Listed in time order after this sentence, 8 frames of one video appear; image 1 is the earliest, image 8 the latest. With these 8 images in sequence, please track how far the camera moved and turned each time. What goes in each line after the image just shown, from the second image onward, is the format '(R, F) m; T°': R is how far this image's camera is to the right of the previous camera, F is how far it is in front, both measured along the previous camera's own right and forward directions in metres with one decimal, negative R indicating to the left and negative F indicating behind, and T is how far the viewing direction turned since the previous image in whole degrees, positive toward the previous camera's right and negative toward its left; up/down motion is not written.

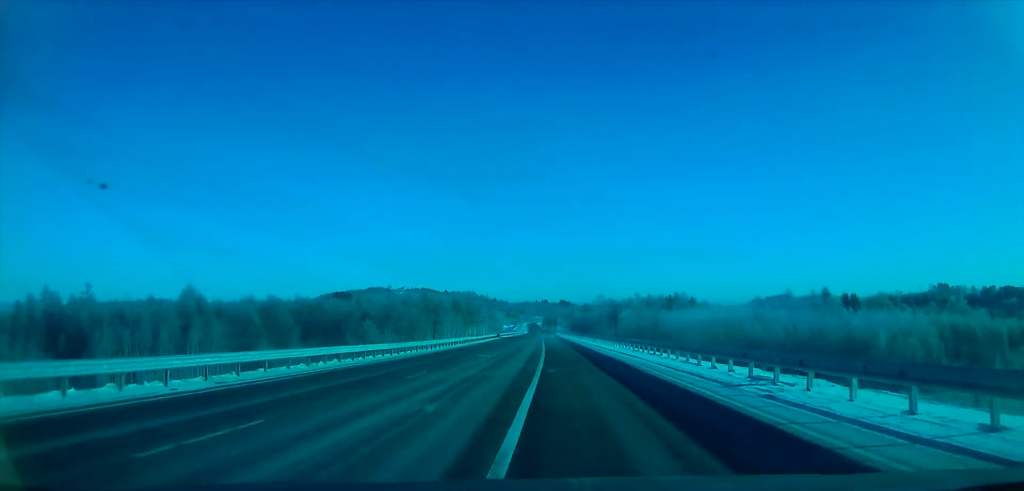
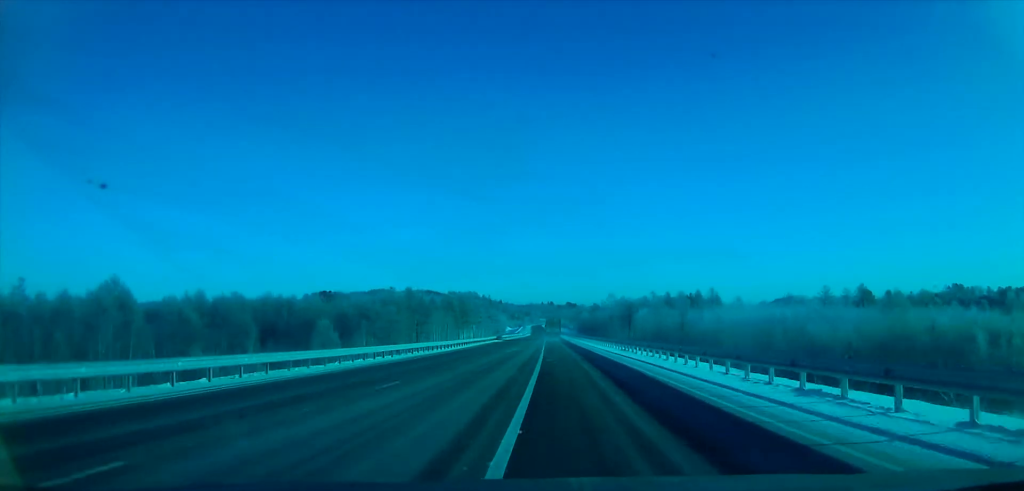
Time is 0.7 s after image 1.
(+0.6, +27.7) m; +1°
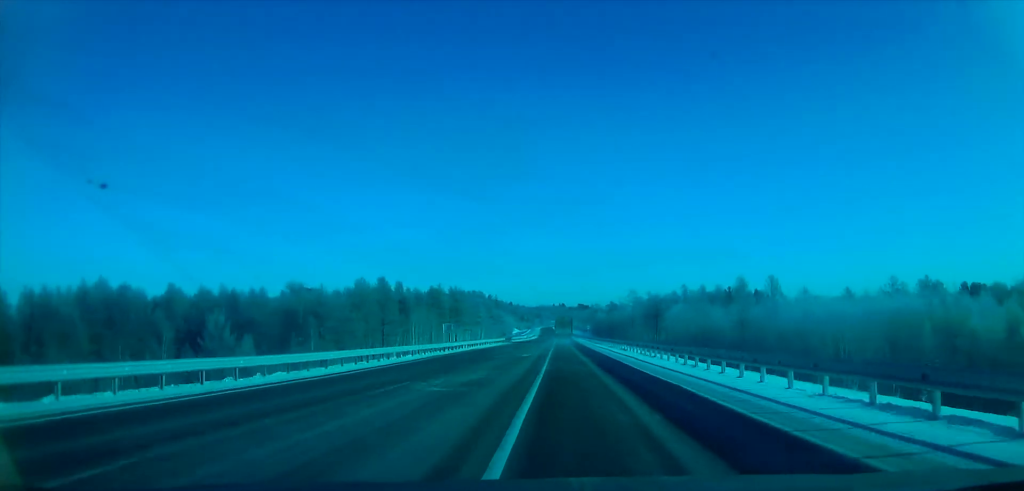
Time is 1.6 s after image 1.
(+0.5, +36.9) m; -1°
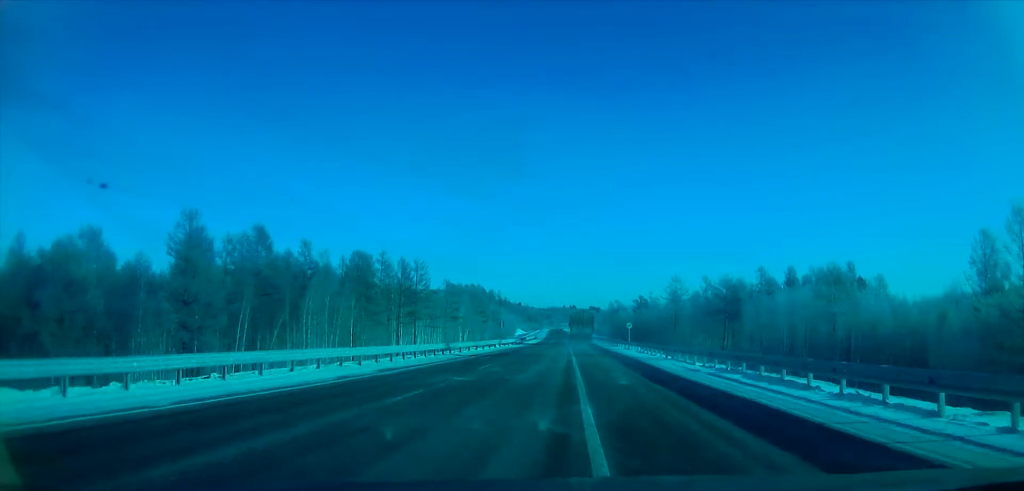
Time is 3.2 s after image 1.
(-2.4, +62.1) m; -3°
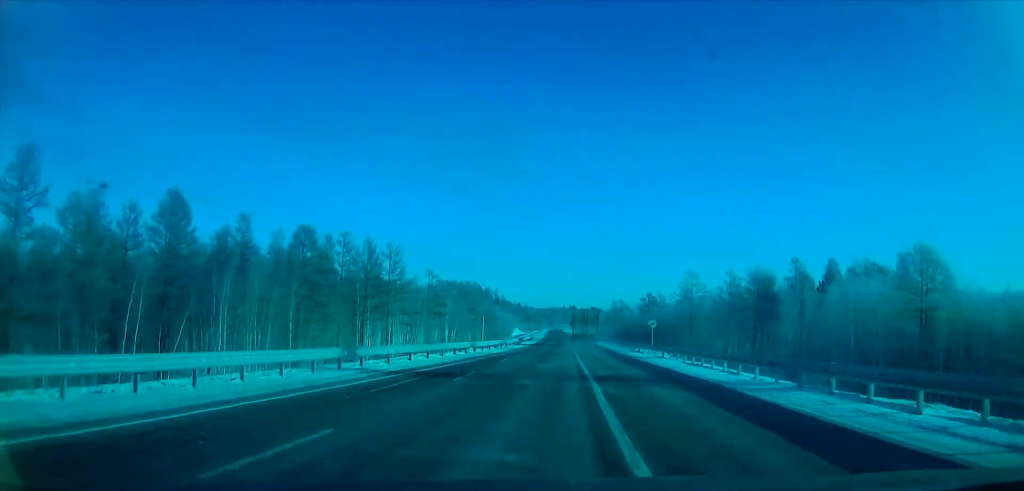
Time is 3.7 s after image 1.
(-0.1, +18.7) m; 0°
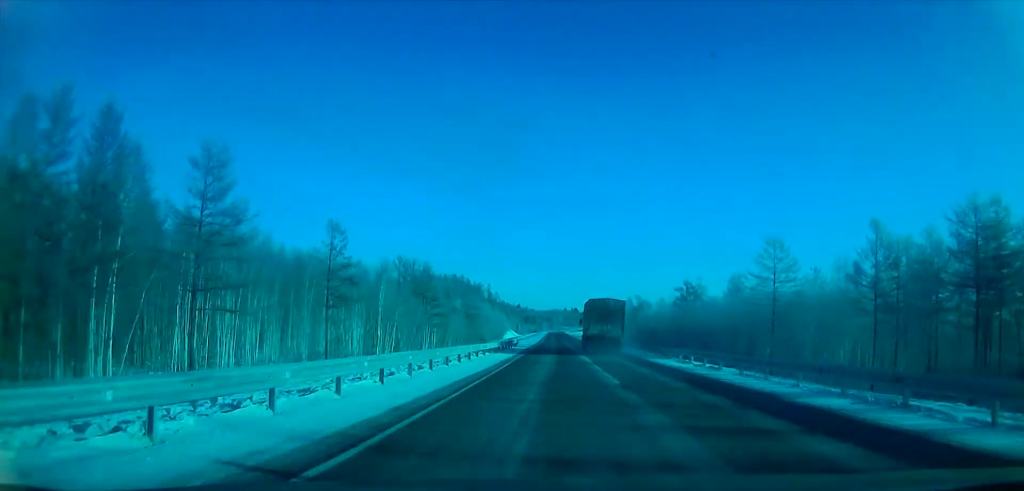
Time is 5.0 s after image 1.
(+0.4, +52.5) m; +1°
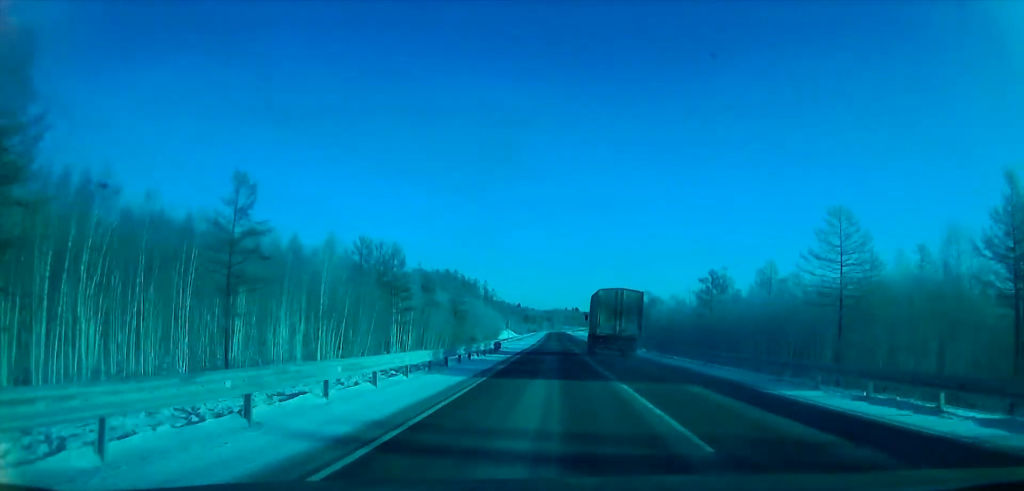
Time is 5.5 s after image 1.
(0.0, +21.8) m; 0°
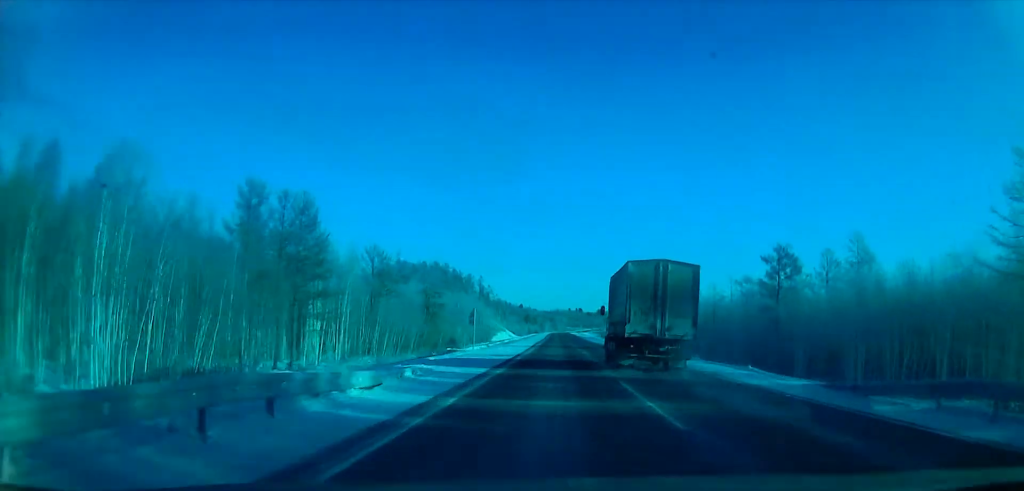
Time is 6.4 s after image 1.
(-0.1, +34.0) m; -1°
